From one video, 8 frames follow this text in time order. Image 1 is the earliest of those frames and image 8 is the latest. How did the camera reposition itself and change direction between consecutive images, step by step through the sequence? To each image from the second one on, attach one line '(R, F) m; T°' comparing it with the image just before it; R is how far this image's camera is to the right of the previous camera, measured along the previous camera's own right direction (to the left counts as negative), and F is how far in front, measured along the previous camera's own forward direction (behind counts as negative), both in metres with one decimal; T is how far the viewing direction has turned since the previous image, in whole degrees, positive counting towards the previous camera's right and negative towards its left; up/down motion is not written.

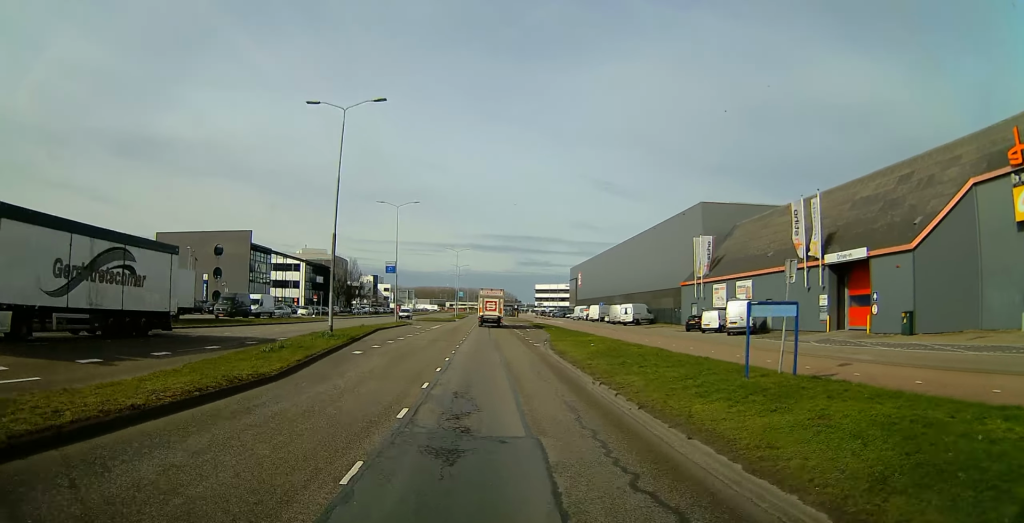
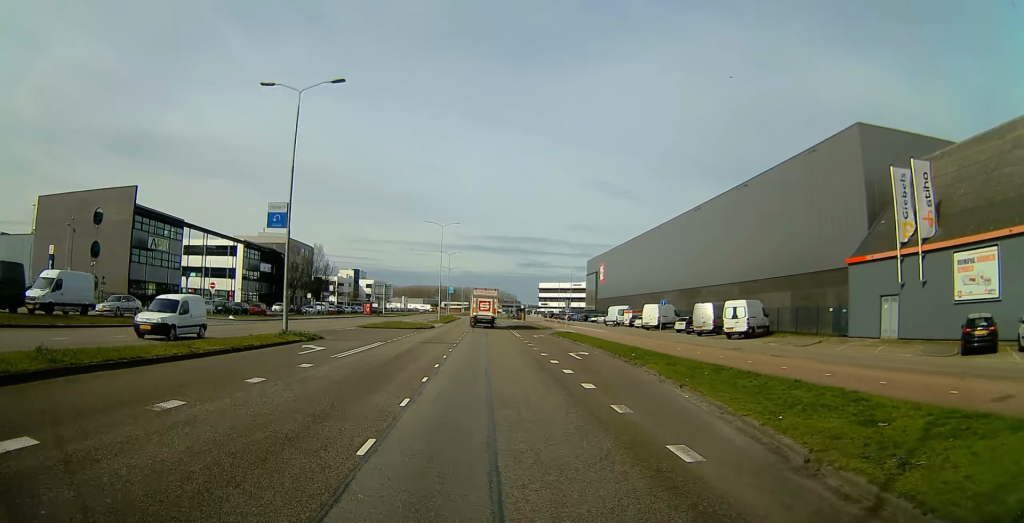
(+1.6, +34.1) m; +5°
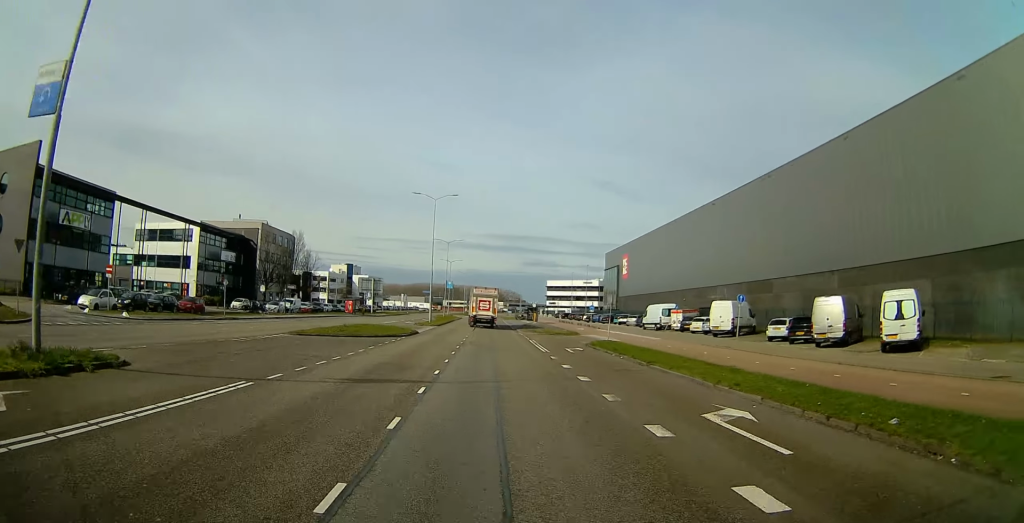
(-0.1, +17.8) m; -2°
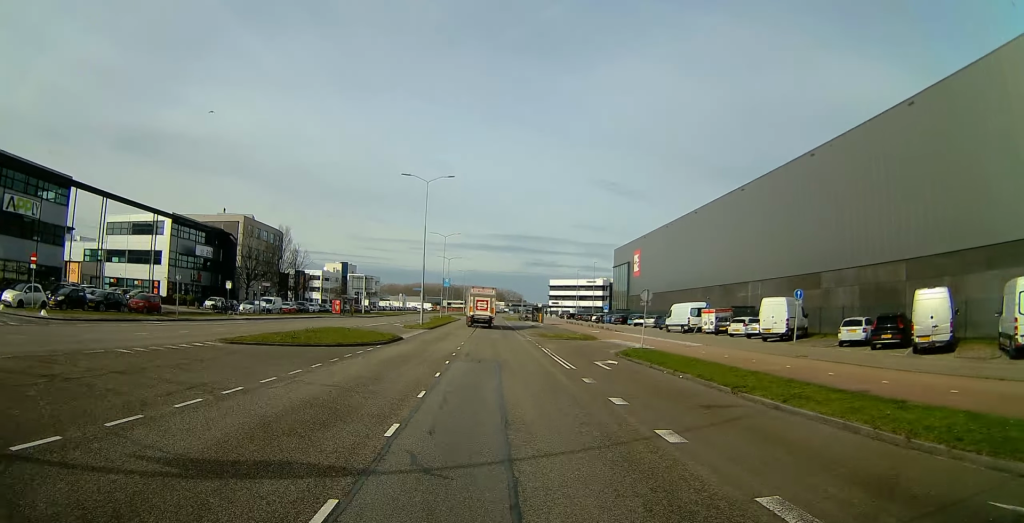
(-0.1, +8.3) m; -1°
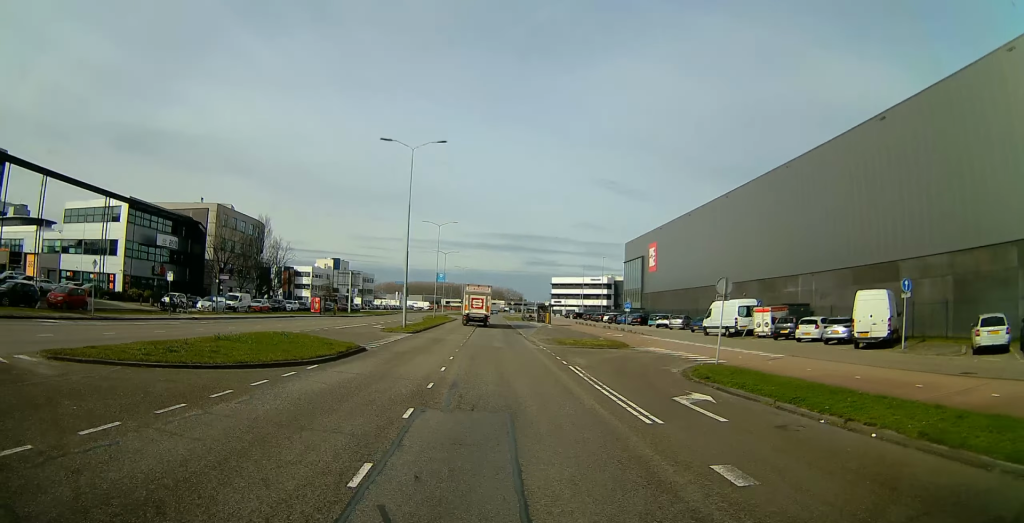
(-0.1, +10.3) m; 0°
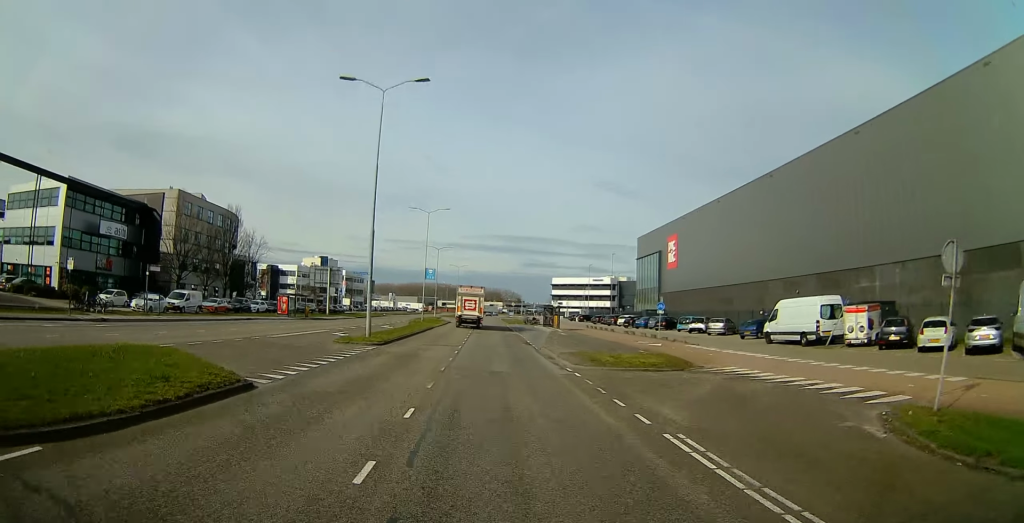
(0.0, +11.6) m; 0°
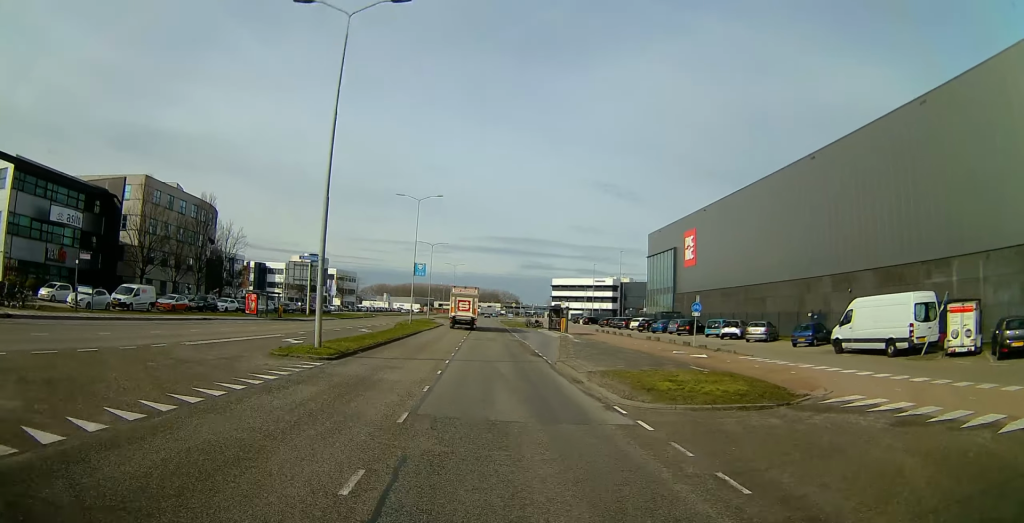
(0.0, +8.4) m; 0°
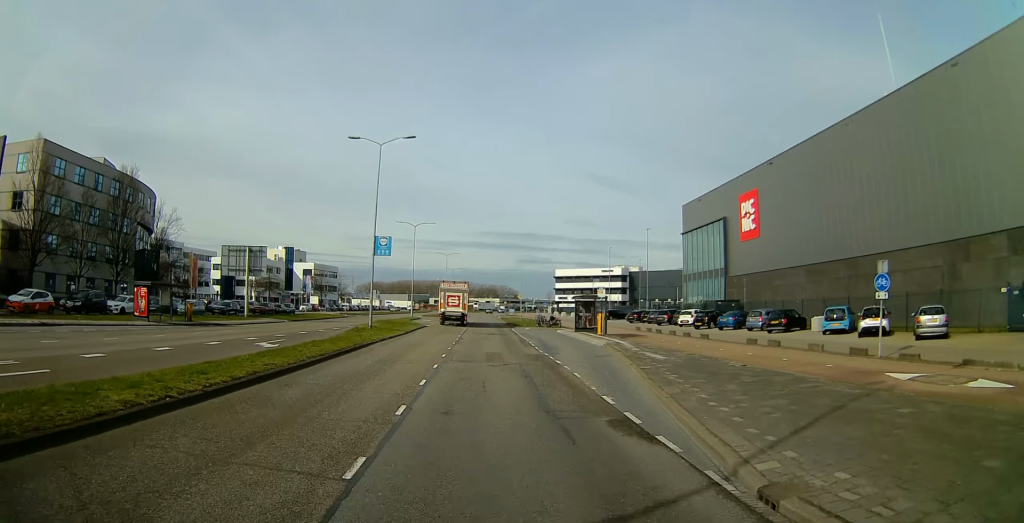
(0.0, +19.3) m; 0°
